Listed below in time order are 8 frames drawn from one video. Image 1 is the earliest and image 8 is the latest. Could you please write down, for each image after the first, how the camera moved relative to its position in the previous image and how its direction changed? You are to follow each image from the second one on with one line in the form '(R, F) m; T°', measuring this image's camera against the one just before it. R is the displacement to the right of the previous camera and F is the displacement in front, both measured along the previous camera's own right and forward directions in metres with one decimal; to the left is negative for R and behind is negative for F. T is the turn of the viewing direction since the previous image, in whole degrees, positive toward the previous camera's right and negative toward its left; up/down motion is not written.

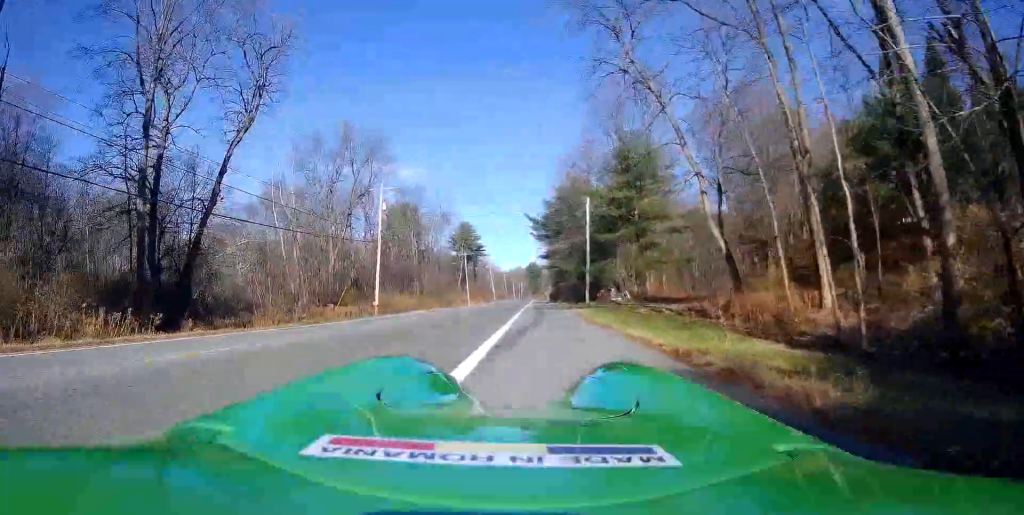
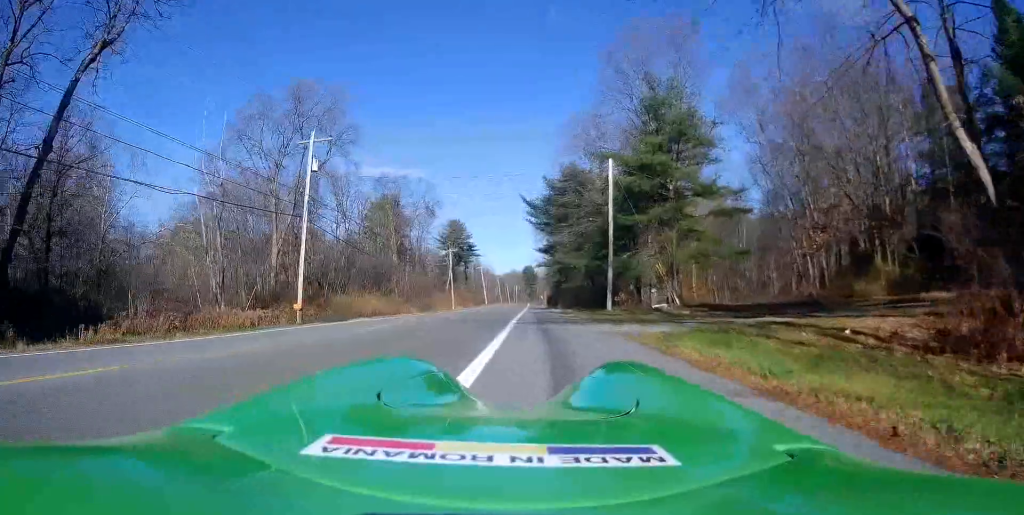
(+0.2, +14.8) m; -1°
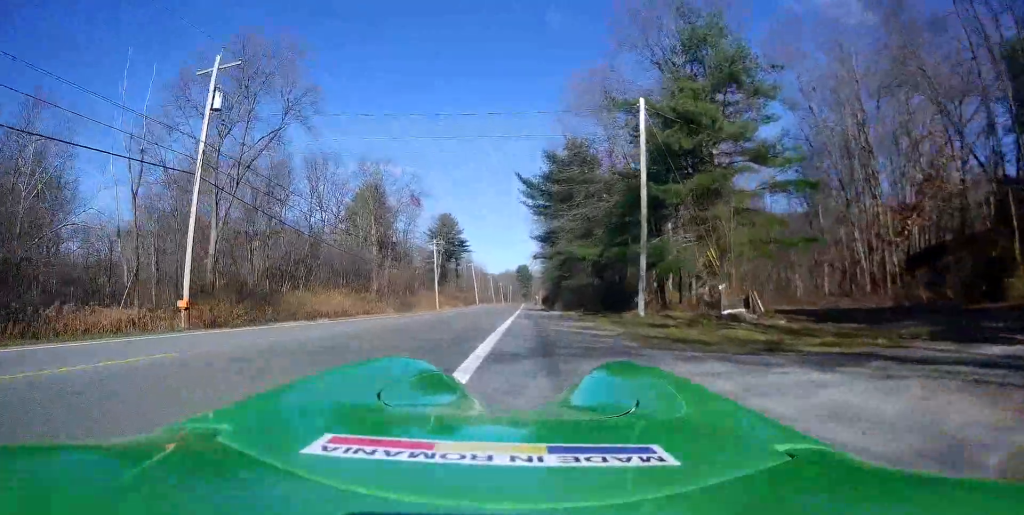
(-0.2, +10.9) m; 0°
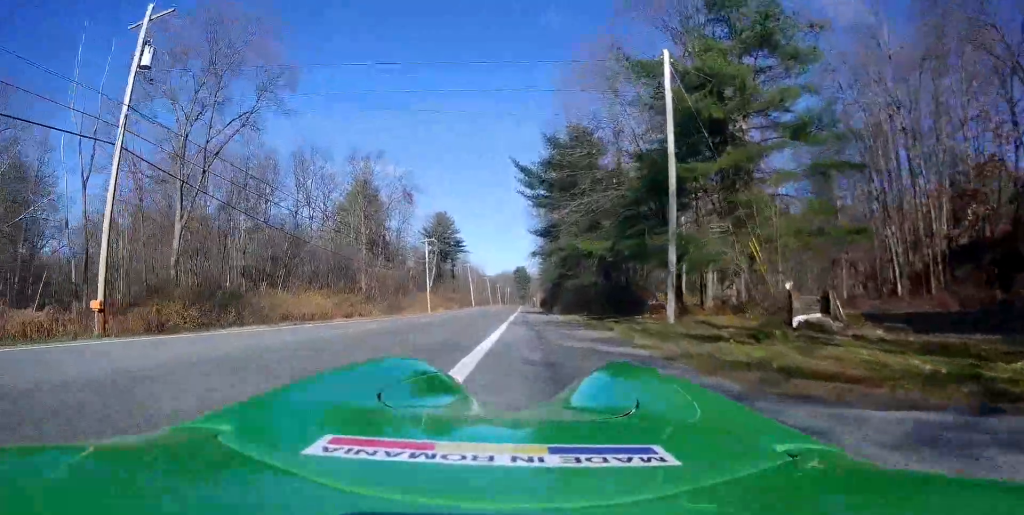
(0.0, +5.1) m; +1°
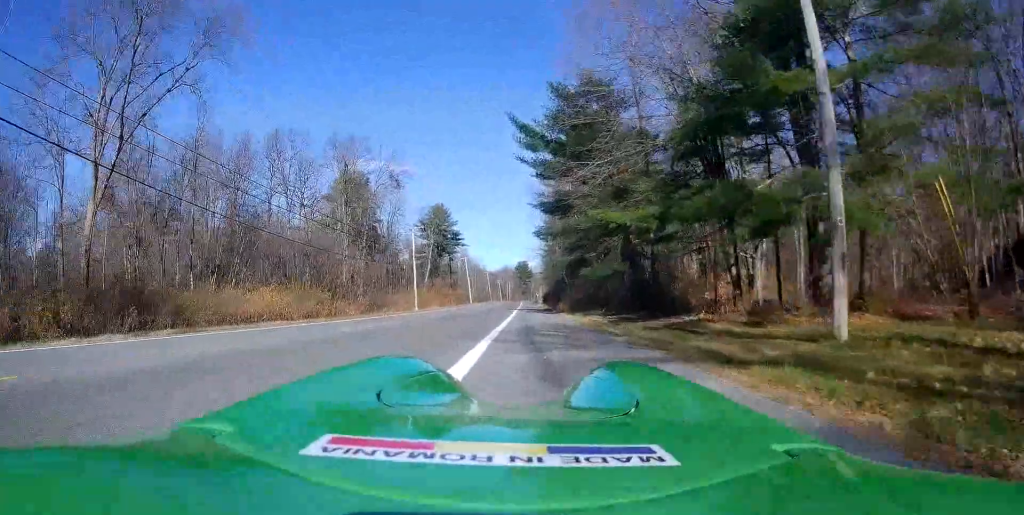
(+0.3, +9.8) m; +2°
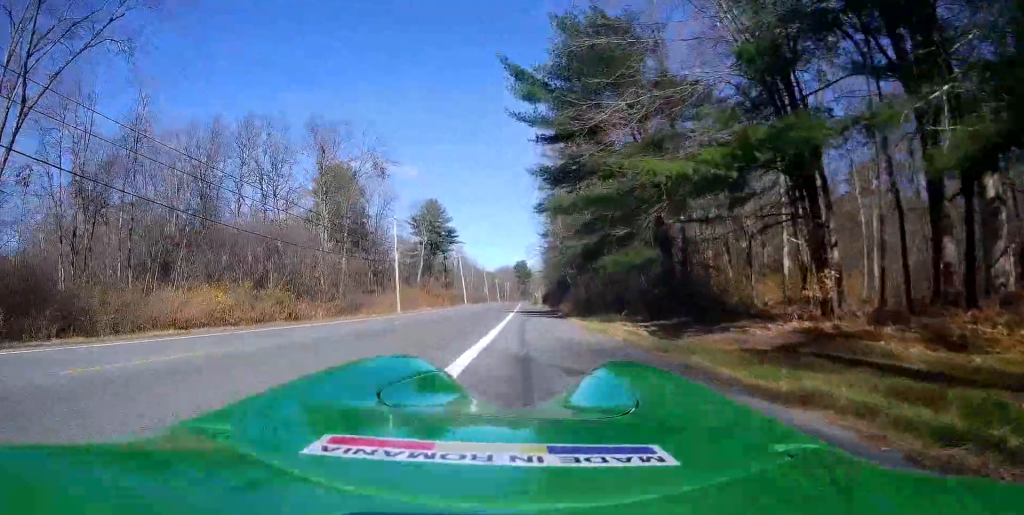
(0.0, +8.6) m; 0°
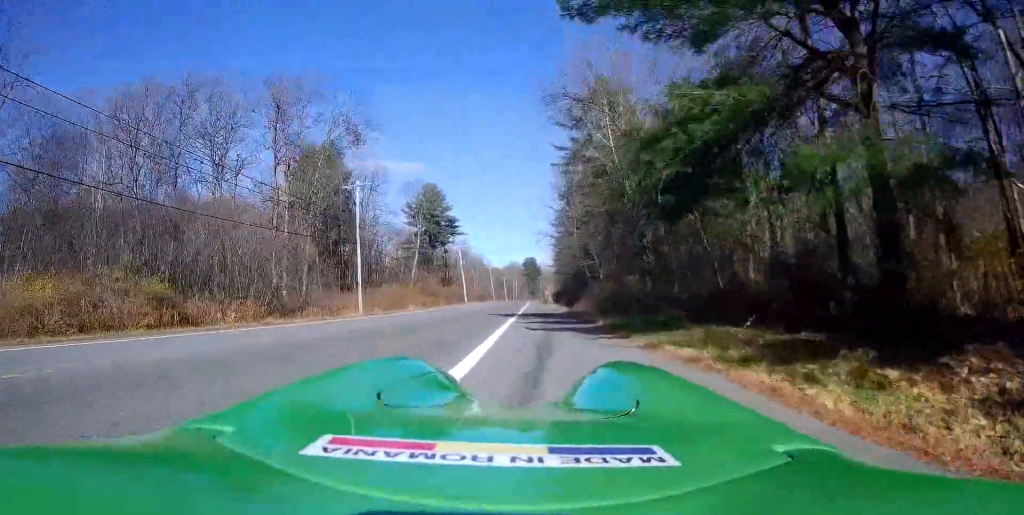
(-0.5, +15.9) m; -4°
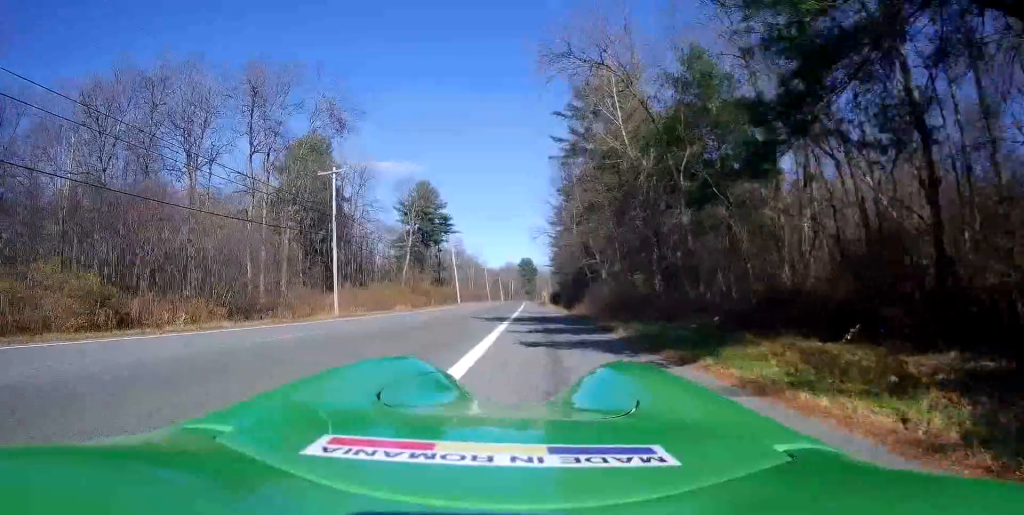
(0.0, +4.2) m; 0°
